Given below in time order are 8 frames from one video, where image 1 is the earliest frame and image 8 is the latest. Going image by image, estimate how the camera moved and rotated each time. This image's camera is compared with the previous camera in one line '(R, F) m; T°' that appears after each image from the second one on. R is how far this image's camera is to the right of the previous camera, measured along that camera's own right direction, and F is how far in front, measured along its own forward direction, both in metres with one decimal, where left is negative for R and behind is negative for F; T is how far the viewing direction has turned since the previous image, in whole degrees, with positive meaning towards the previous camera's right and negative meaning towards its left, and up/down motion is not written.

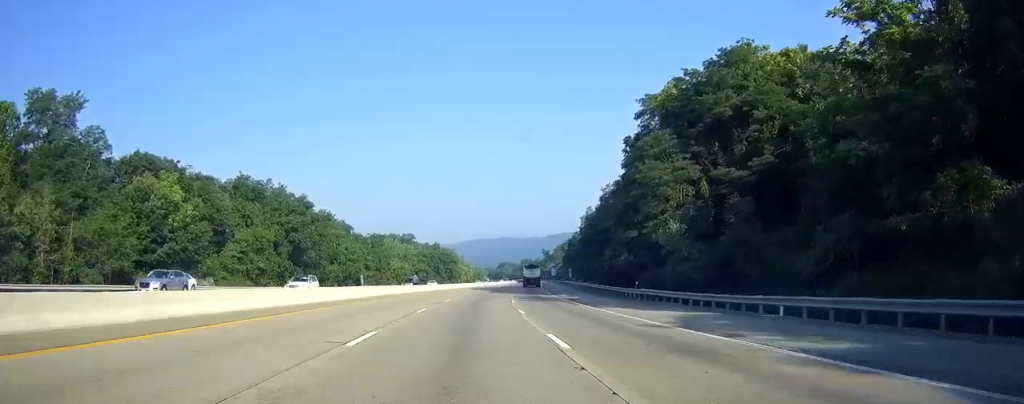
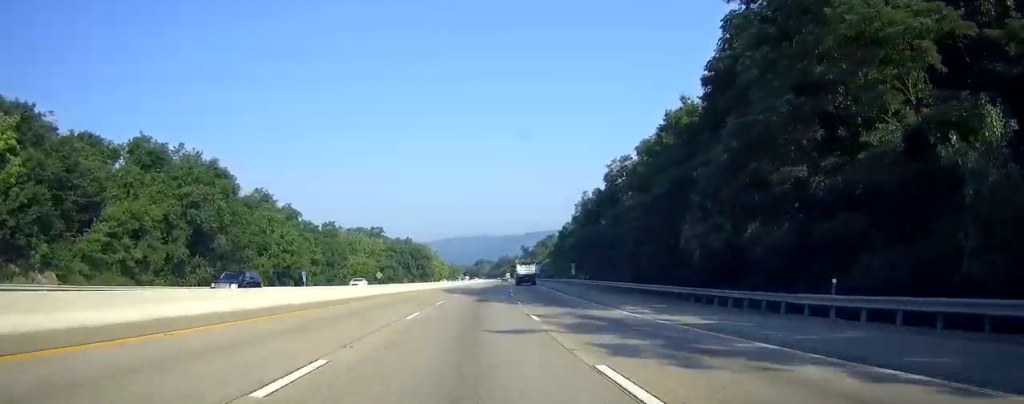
(+0.5, +30.5) m; +3°
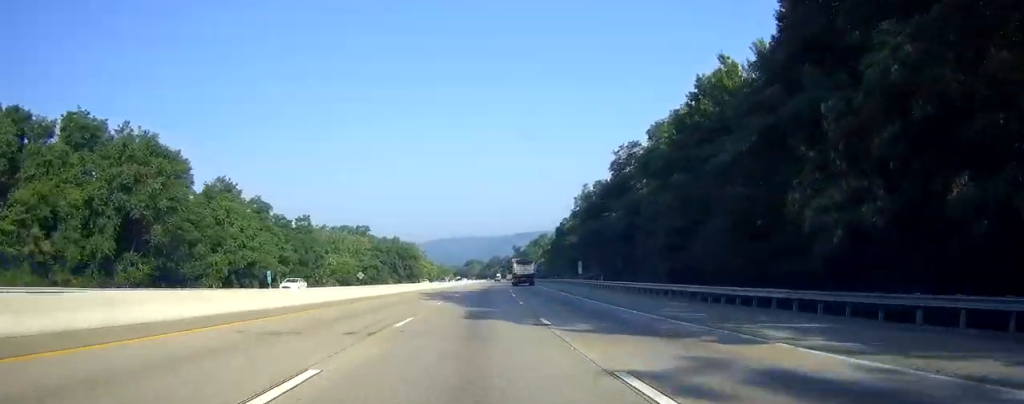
(0.0, +14.2) m; +1°
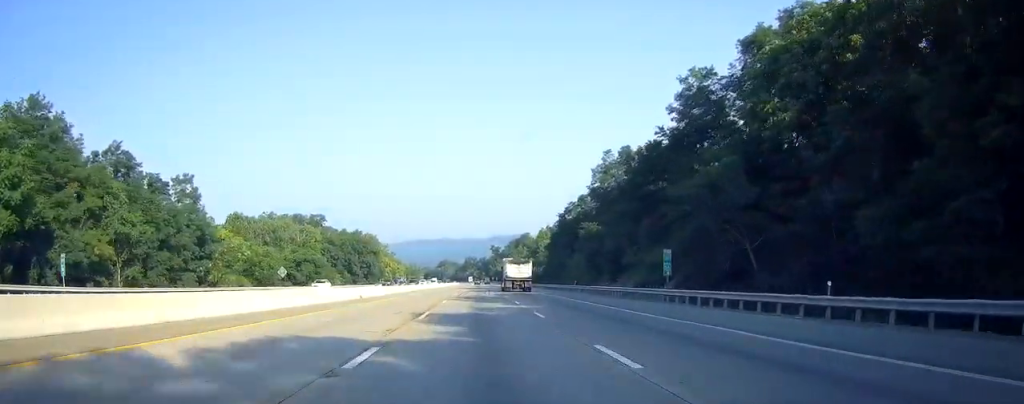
(+1.5, +46.2) m; +2°
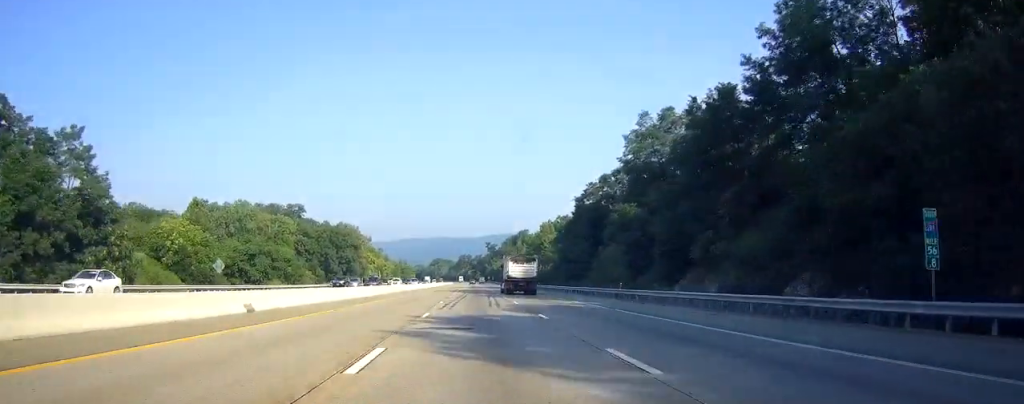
(+0.1, +25.4) m; +1°
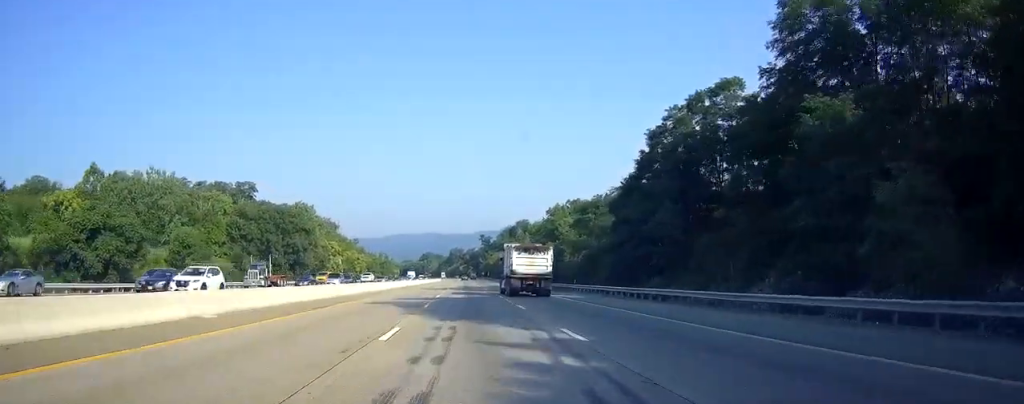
(+0.7, +45.3) m; +1°
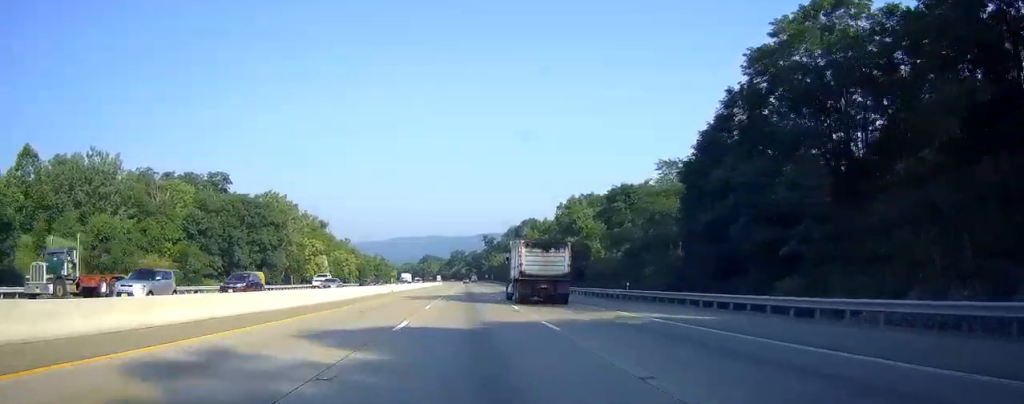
(+0.1, +22.1) m; 0°
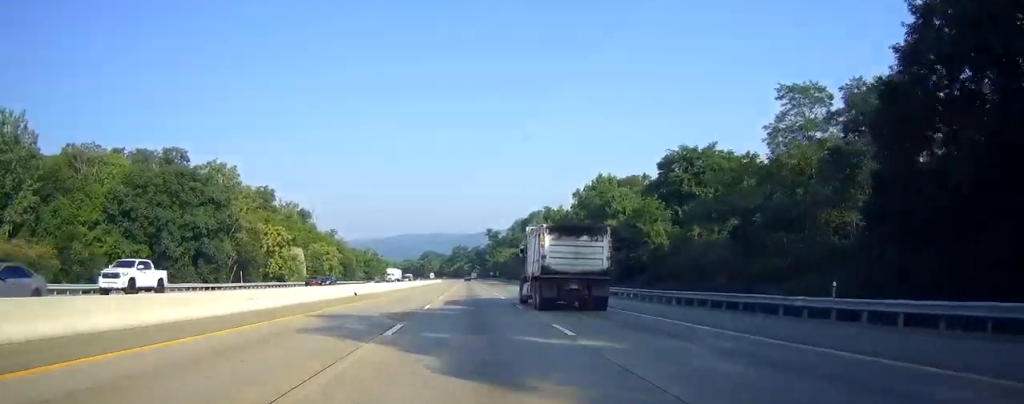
(+0.1, +27.6) m; 0°
